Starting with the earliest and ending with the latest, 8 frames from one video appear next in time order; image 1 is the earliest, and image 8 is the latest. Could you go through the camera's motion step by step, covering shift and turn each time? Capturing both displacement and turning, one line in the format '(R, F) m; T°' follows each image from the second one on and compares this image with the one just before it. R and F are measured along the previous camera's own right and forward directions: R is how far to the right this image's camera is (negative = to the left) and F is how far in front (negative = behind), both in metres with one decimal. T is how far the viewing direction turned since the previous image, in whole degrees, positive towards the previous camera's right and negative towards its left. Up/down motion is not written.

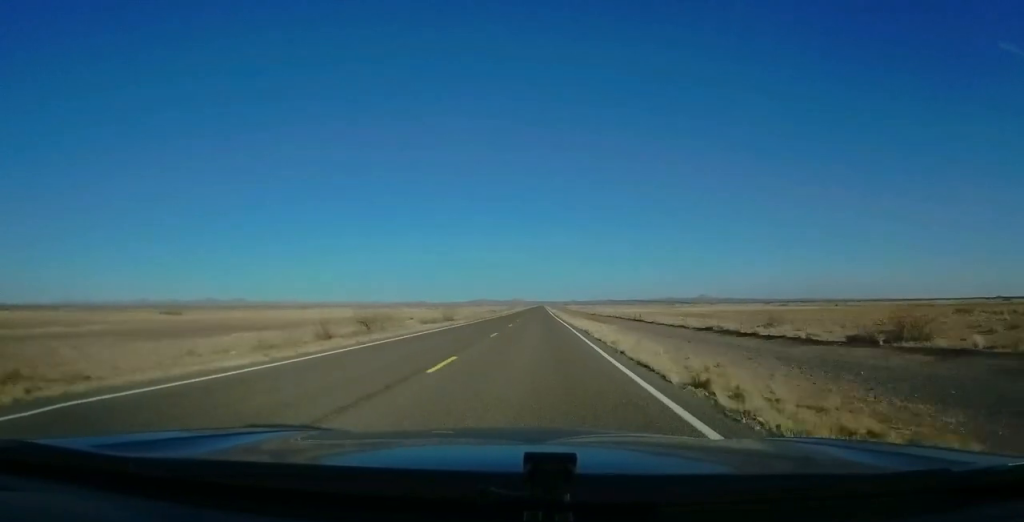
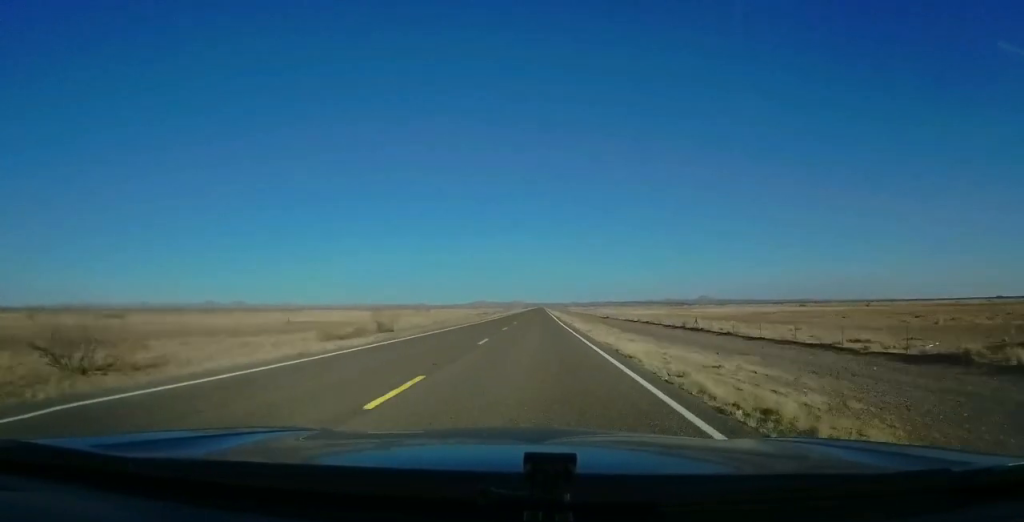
(0.0, +28.3) m; 0°
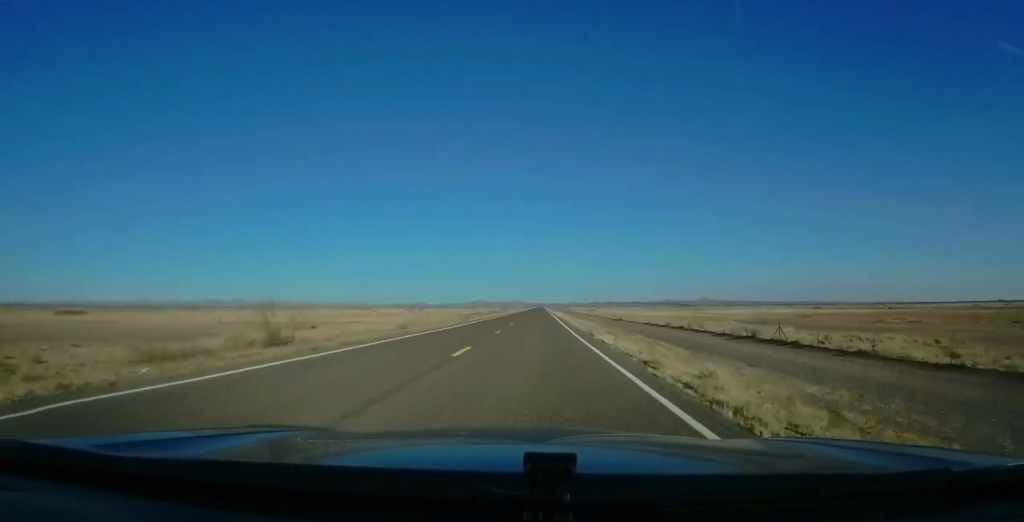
(0.0, +17.6) m; 0°
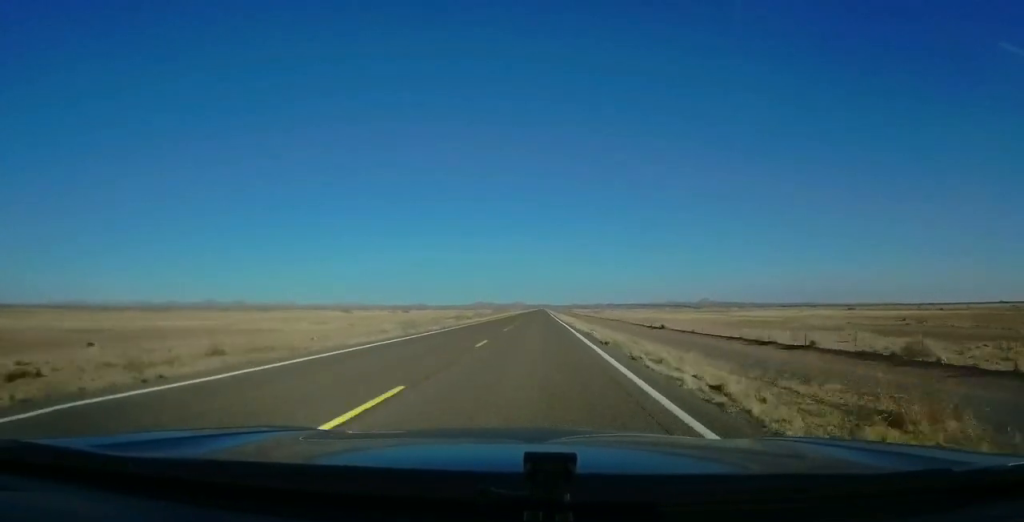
(-0.1, +33.3) m; +1°
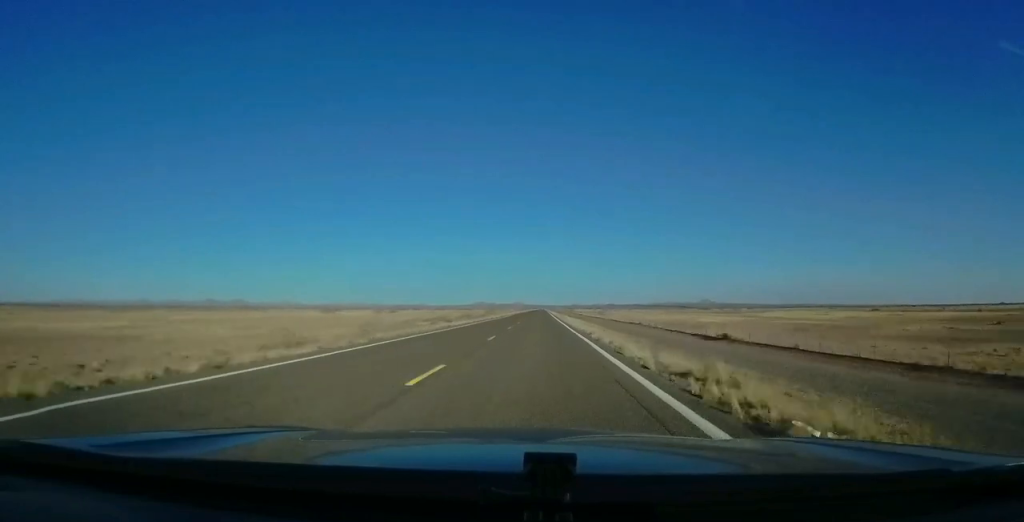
(+0.3, +21.4) m; 0°
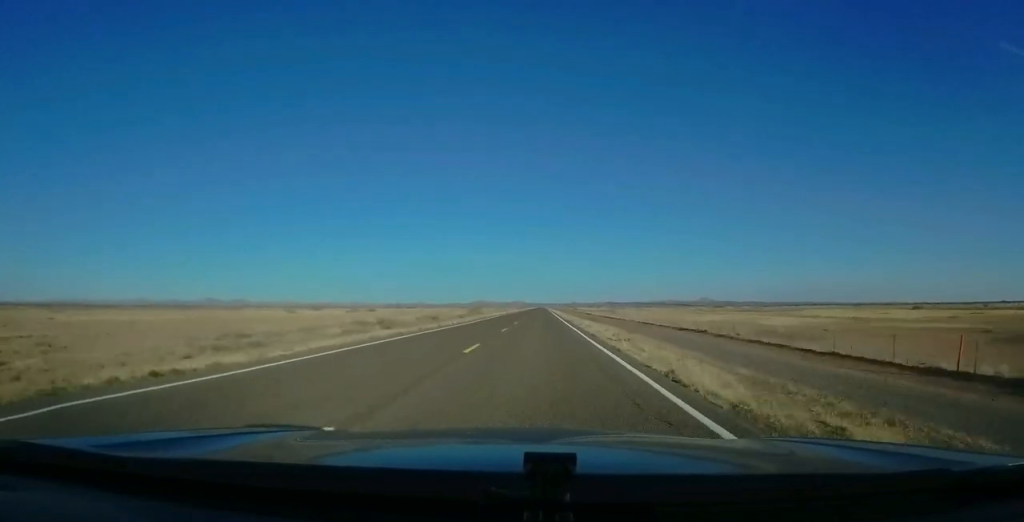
(0.0, +30.8) m; -1°
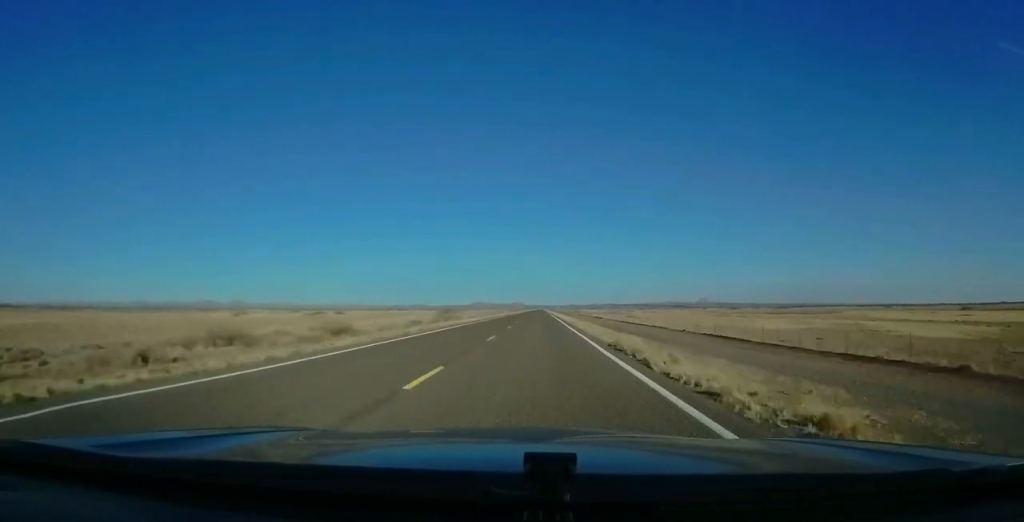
(-0.2, +30.7) m; 0°
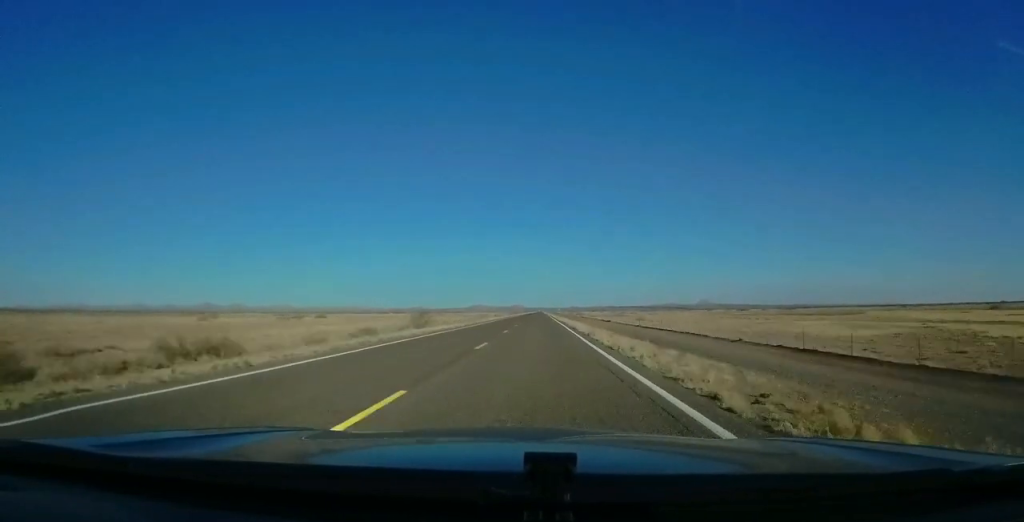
(0.0, +15.4) m; 0°
